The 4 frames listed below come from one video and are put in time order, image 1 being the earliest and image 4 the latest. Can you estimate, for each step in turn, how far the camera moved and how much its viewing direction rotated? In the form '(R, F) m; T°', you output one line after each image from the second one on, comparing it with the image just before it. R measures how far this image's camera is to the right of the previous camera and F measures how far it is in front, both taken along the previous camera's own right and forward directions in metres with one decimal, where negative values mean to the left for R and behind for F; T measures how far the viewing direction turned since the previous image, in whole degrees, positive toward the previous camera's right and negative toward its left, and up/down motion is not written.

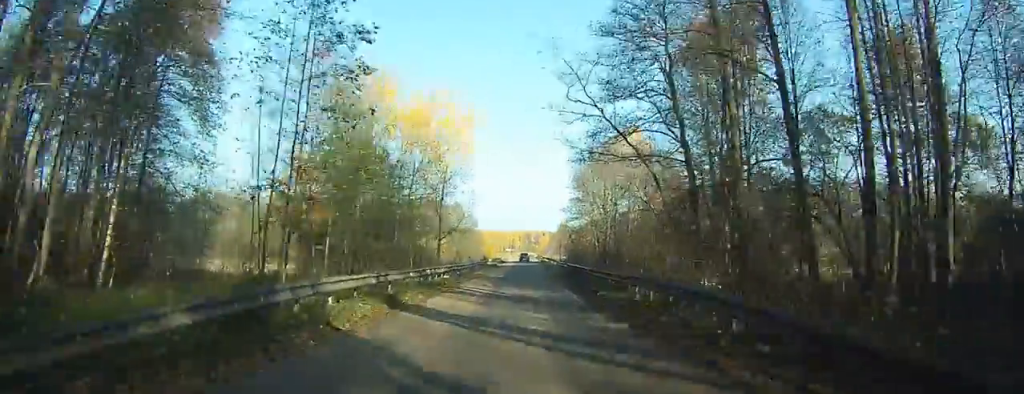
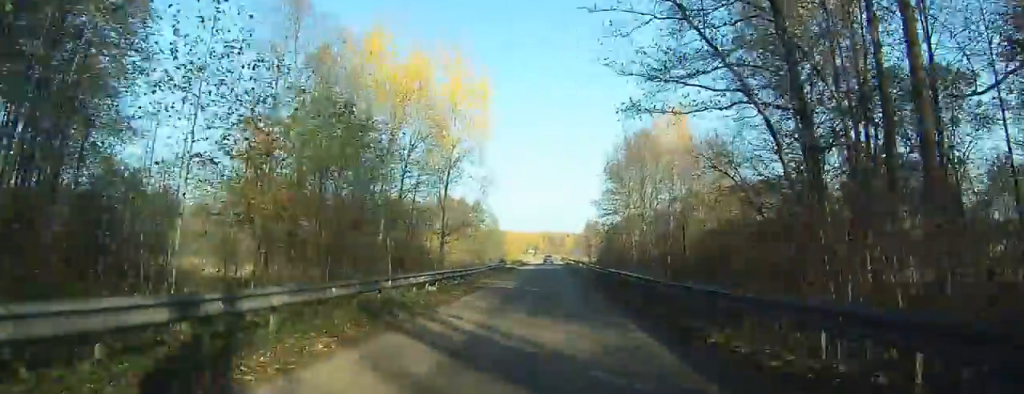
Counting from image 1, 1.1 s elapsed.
(0.0, +9.4) m; -3°
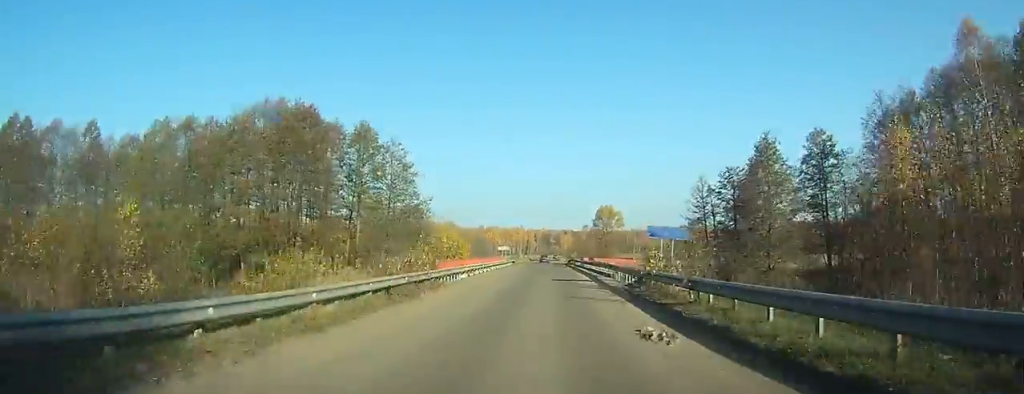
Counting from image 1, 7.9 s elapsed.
(-6.0, +92.9) m; -3°
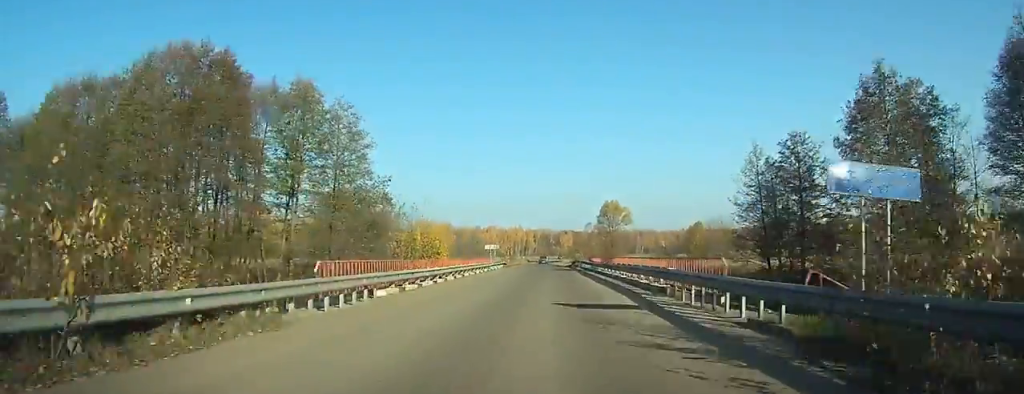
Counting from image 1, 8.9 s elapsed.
(-0.1, +17.2) m; -1°
